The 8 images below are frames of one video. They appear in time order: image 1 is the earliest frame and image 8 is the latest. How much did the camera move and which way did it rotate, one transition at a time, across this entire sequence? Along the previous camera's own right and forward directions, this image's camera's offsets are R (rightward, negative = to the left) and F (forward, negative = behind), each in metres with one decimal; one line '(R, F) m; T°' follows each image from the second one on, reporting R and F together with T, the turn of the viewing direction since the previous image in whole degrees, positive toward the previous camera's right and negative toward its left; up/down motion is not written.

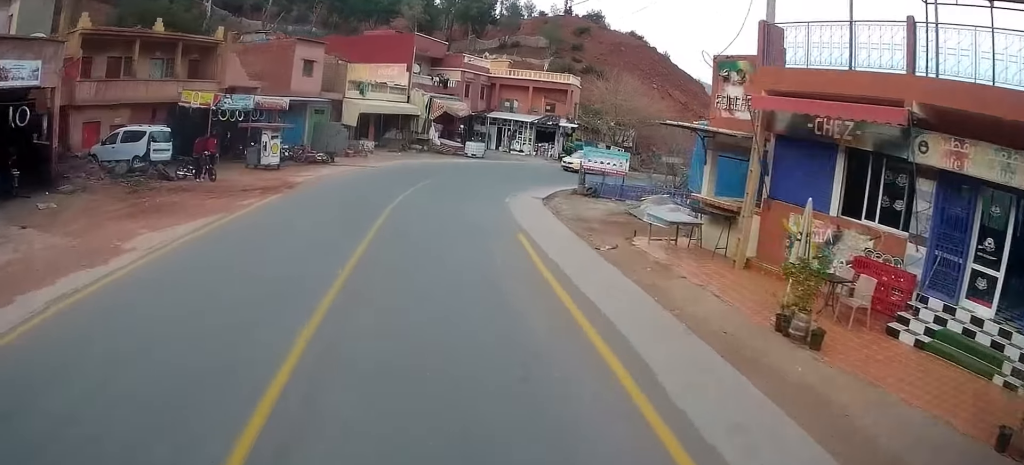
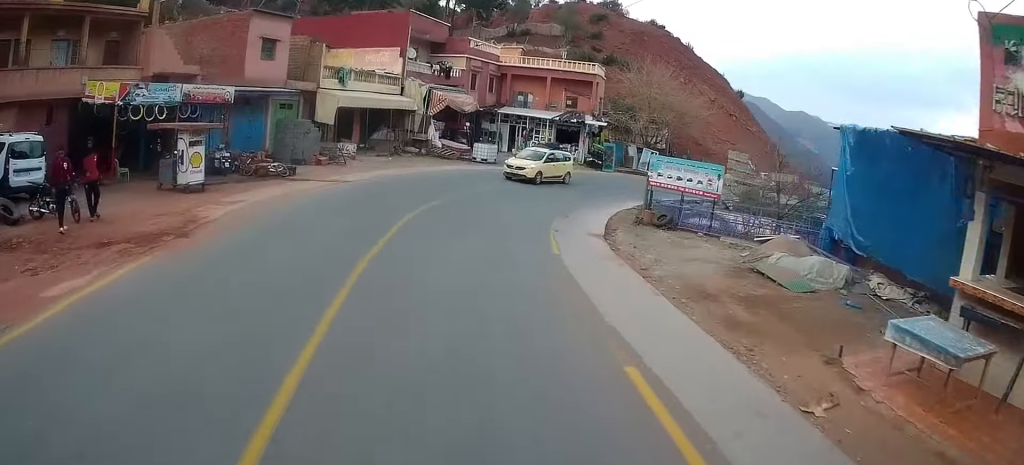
(0.0, +8.9) m; +6°
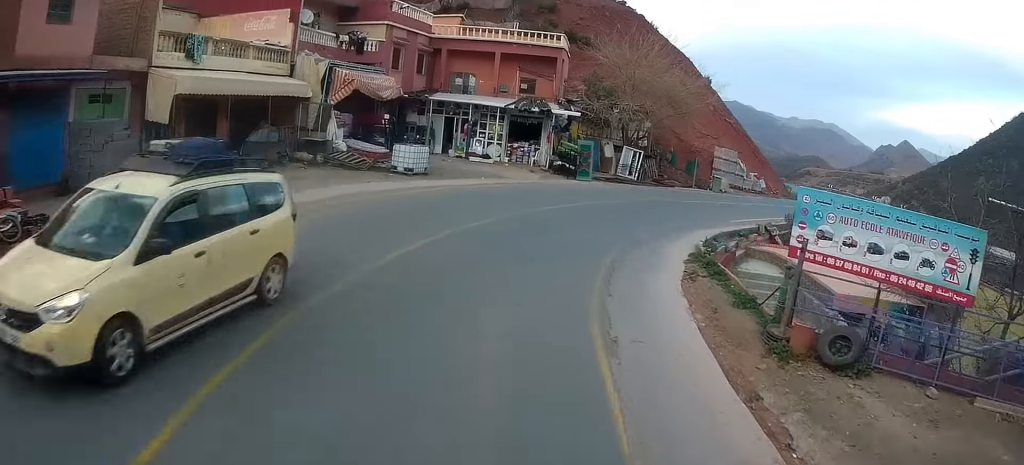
(+1.3, +12.3) m; +8°
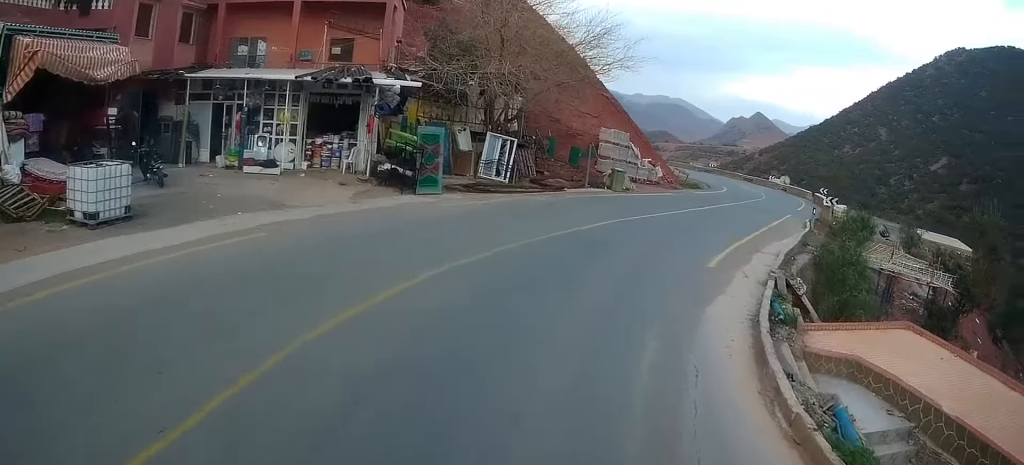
(+0.8, +12.8) m; +9°
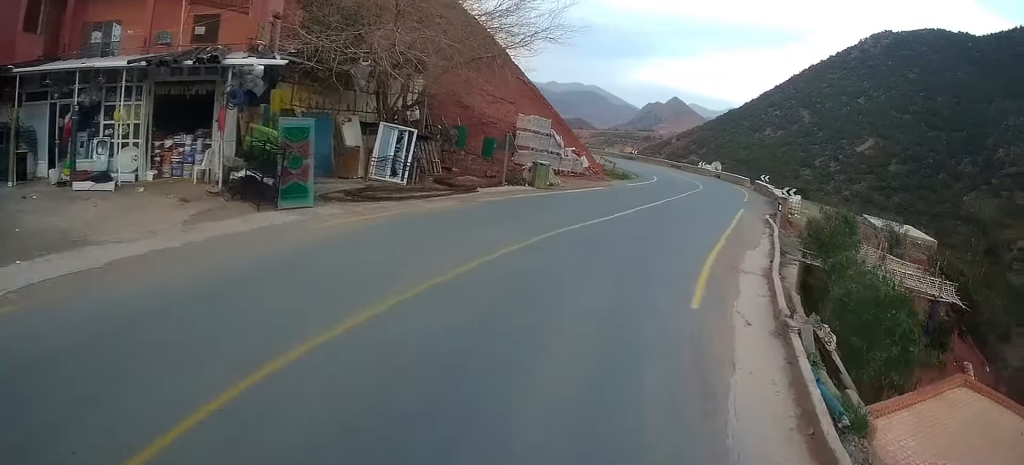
(+0.2, +4.7) m; +4°
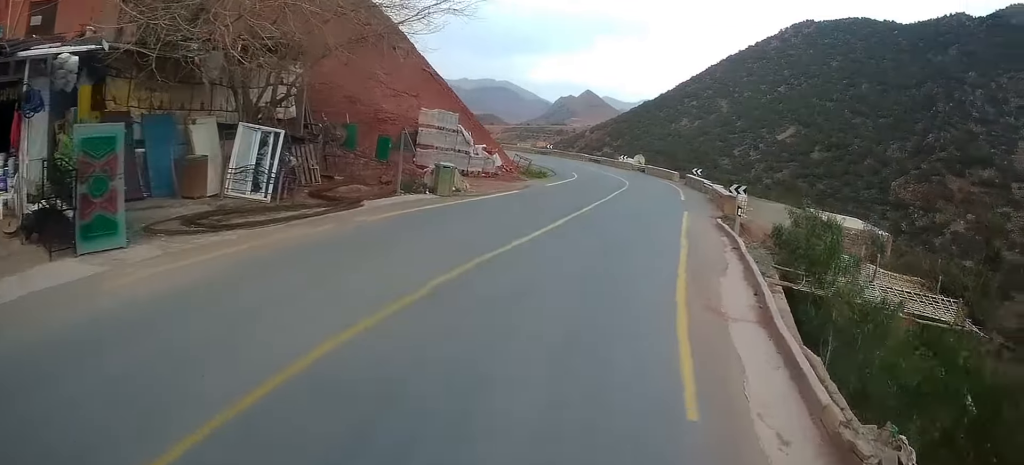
(0.0, +4.4) m; +4°
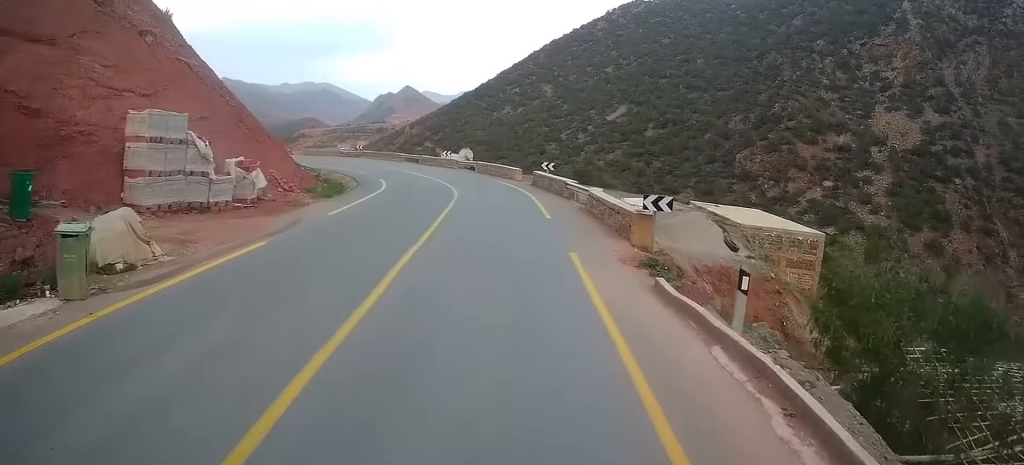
(+2.6, +10.8) m; +34°
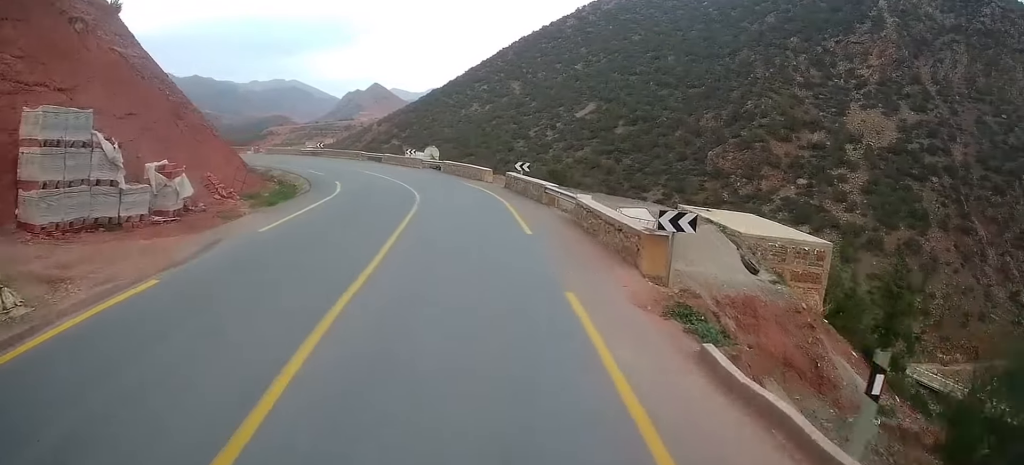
(+1.3, +3.7) m; +5°
